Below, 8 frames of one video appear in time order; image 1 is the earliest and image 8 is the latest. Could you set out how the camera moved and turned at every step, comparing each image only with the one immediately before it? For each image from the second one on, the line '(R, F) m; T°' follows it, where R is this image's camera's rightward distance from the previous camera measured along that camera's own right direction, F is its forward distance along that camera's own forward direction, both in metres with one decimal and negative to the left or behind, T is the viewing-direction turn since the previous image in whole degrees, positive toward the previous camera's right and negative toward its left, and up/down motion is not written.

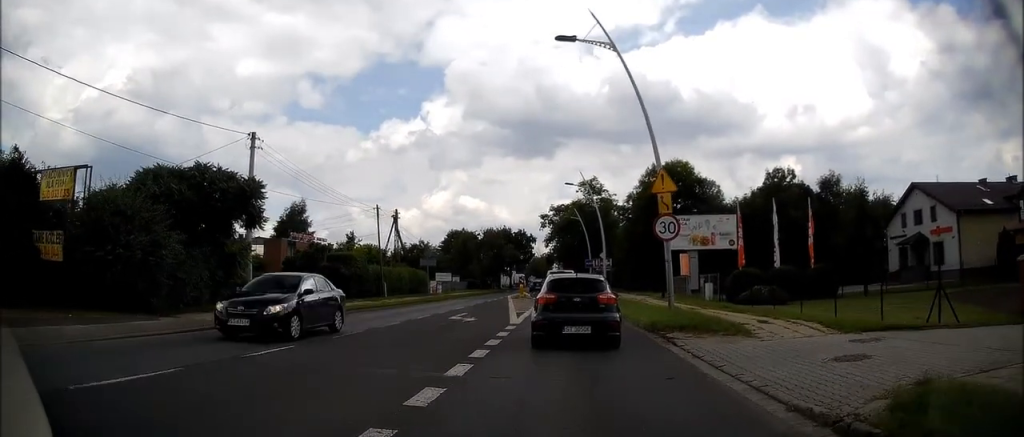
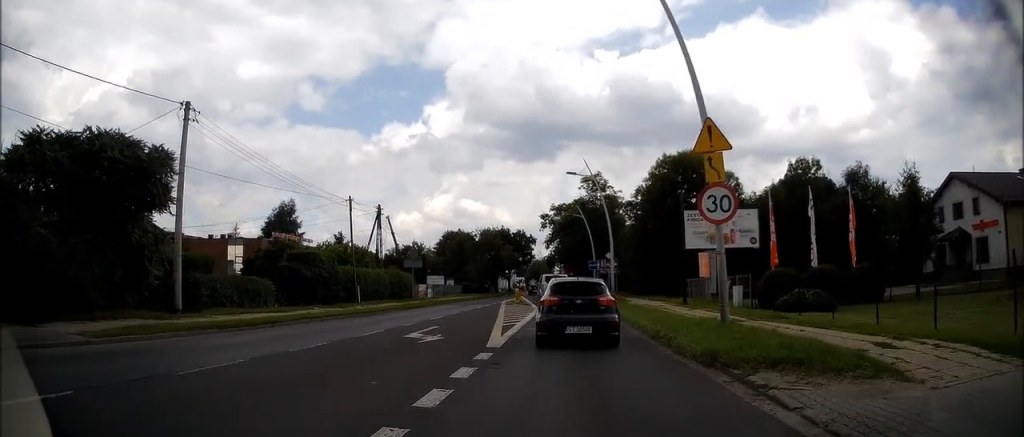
(+0.1, +6.8) m; 0°
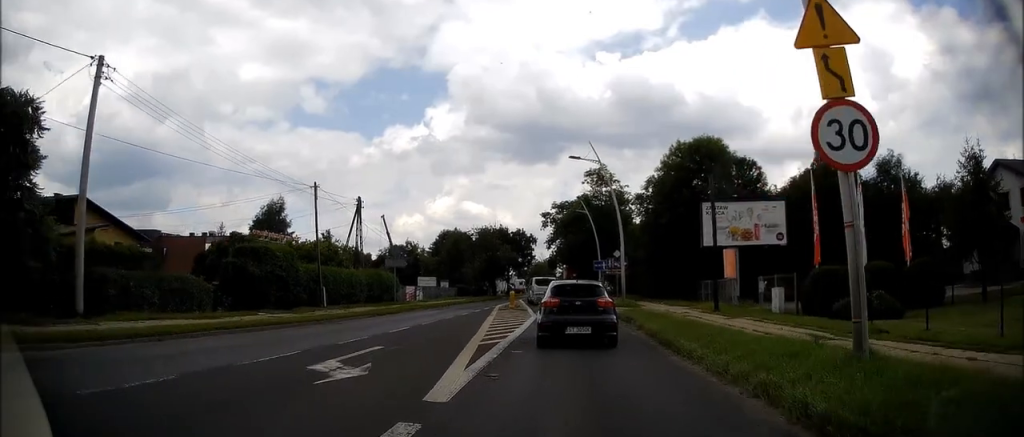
(-0.1, +7.2) m; -2°
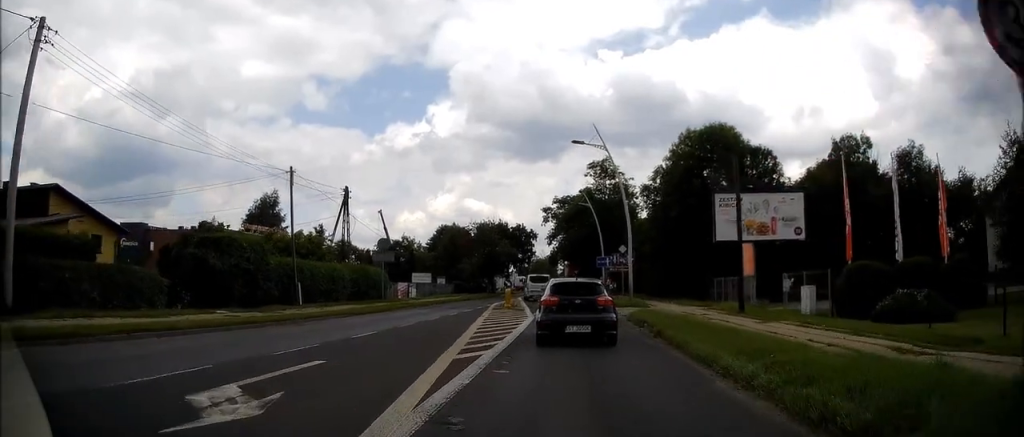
(-0.1, +3.6) m; -1°
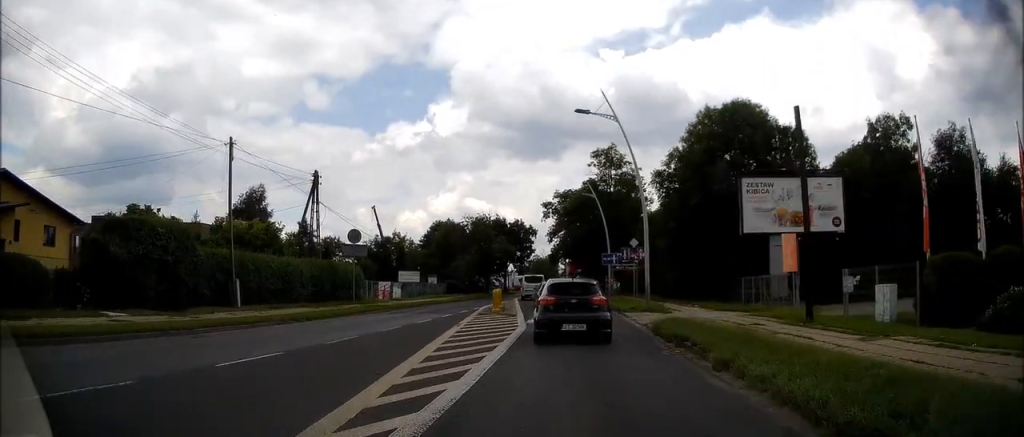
(+0.2, +6.4) m; +1°
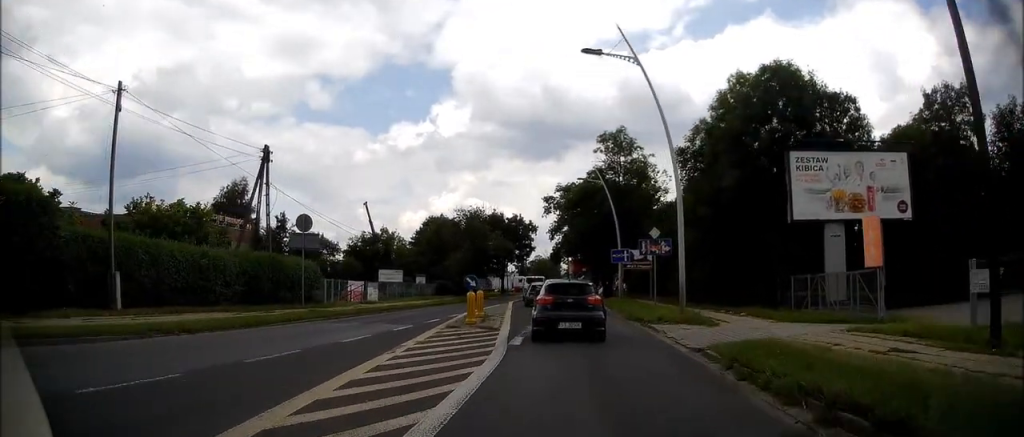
(-0.1, +7.6) m; -2°
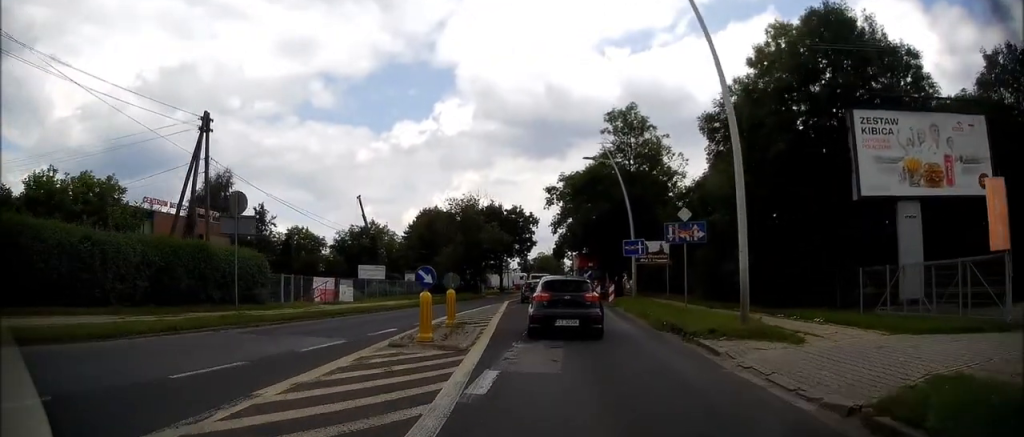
(-0.1, +6.1) m; 0°
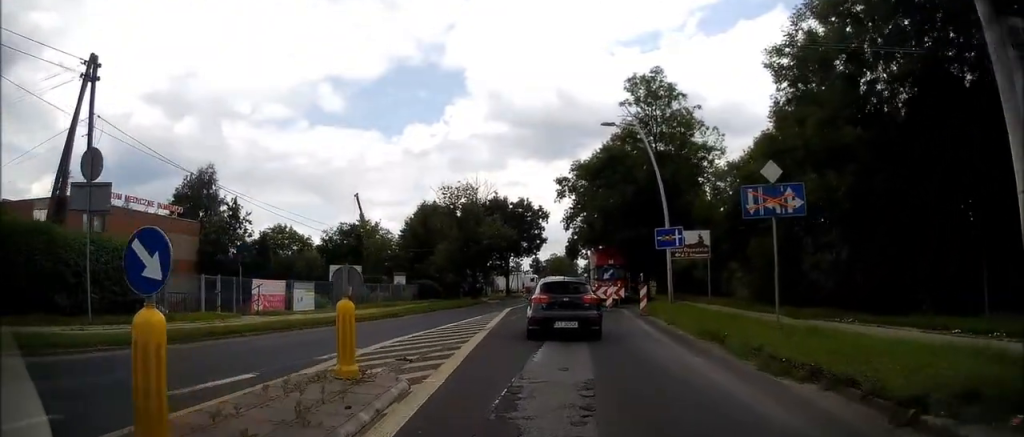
(+0.1, +8.4) m; +1°
